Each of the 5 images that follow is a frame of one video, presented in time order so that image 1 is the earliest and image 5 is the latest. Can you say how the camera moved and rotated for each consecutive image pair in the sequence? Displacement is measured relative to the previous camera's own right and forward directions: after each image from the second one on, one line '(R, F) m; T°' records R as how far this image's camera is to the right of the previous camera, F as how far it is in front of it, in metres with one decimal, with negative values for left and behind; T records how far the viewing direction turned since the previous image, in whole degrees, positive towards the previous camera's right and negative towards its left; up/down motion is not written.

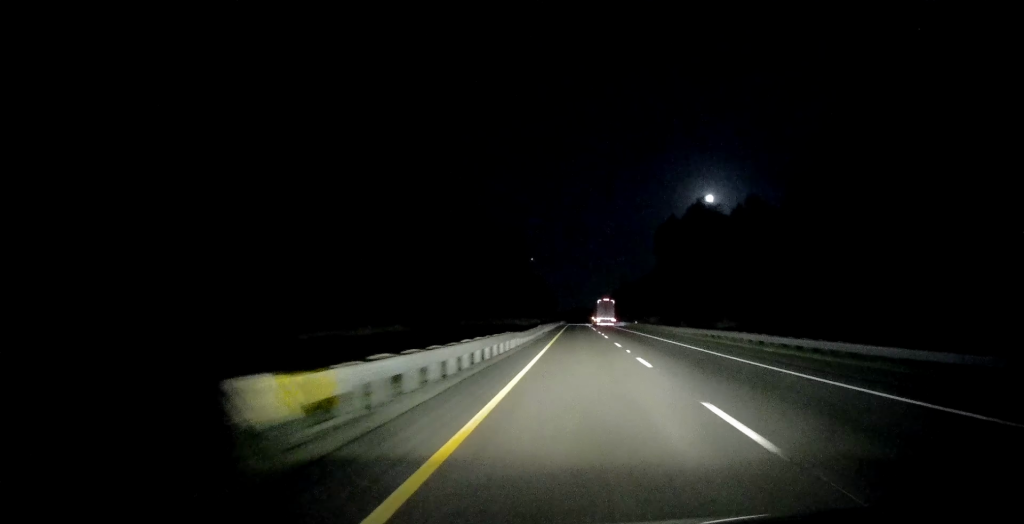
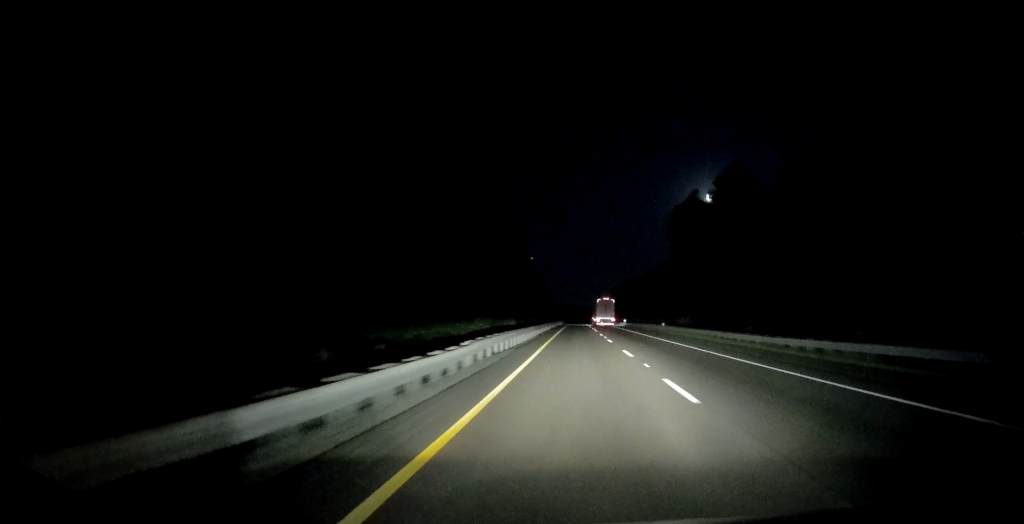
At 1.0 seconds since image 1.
(-0.3, +31.8) m; 0°
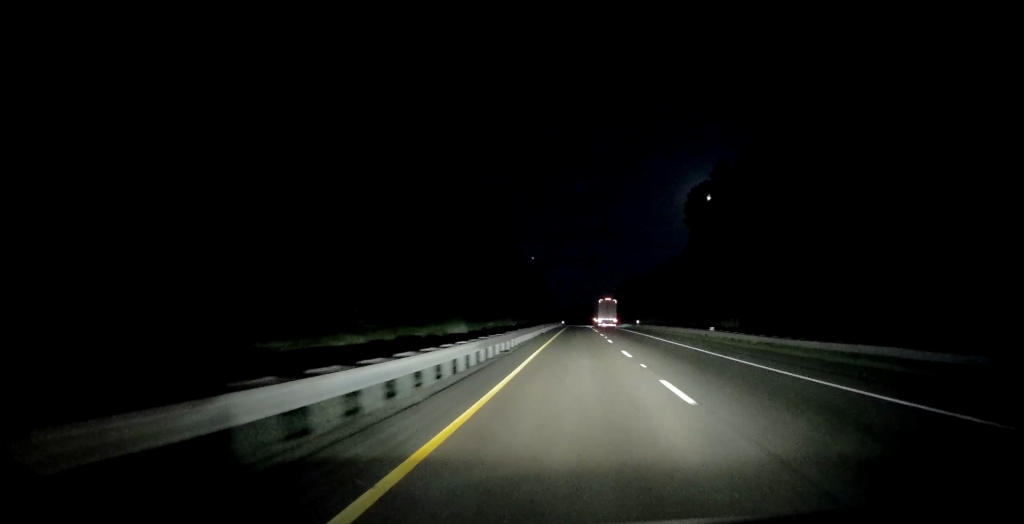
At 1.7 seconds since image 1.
(+0.3, +24.3) m; +1°
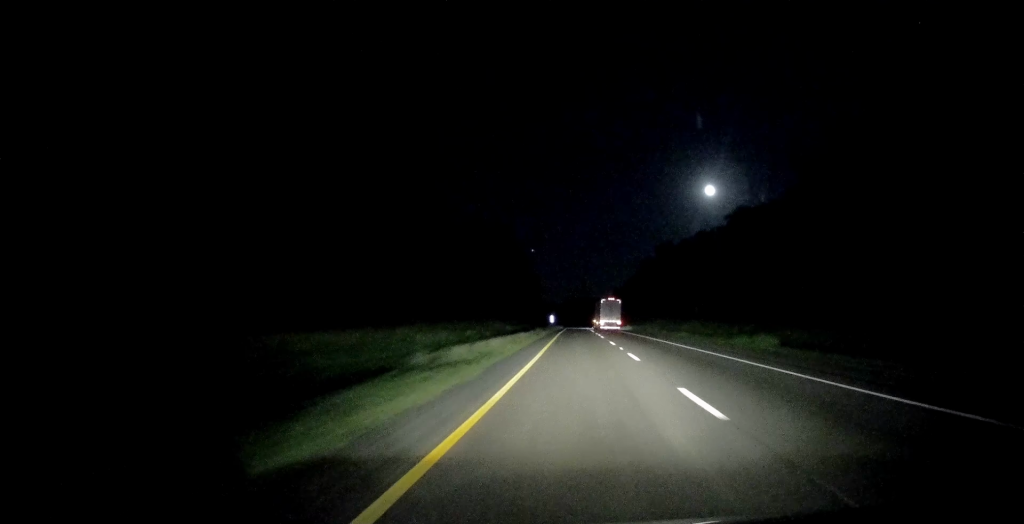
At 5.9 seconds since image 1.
(-0.8, +135.9) m; -1°
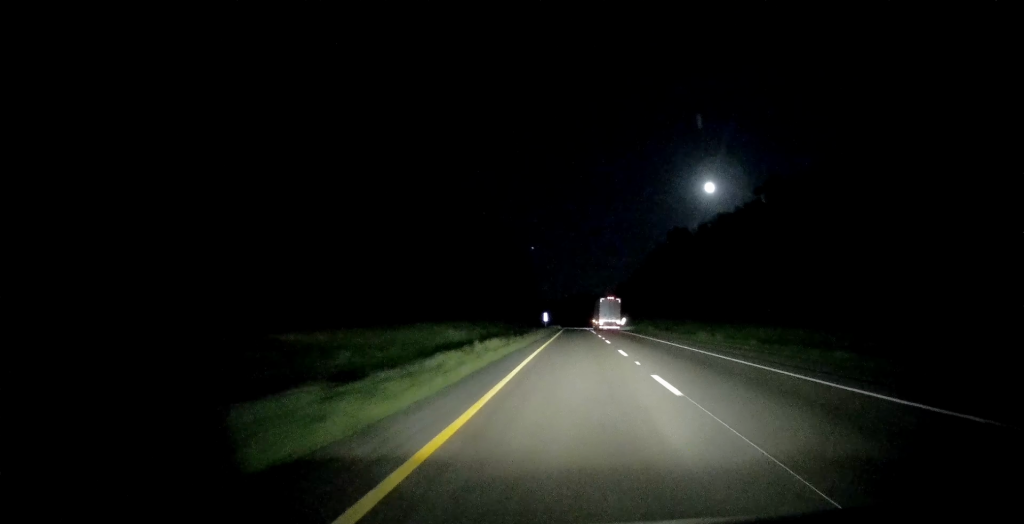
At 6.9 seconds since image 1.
(-0.3, +33.0) m; 0°
